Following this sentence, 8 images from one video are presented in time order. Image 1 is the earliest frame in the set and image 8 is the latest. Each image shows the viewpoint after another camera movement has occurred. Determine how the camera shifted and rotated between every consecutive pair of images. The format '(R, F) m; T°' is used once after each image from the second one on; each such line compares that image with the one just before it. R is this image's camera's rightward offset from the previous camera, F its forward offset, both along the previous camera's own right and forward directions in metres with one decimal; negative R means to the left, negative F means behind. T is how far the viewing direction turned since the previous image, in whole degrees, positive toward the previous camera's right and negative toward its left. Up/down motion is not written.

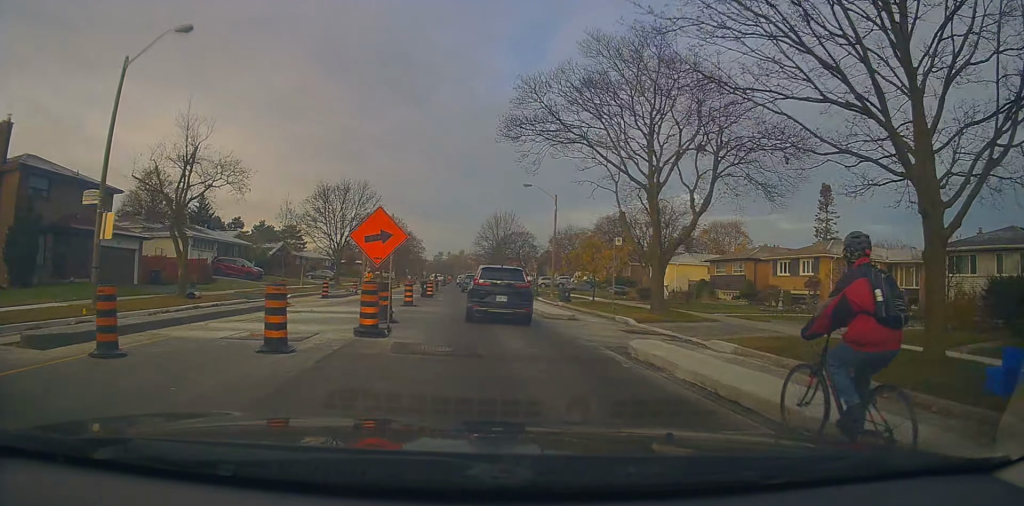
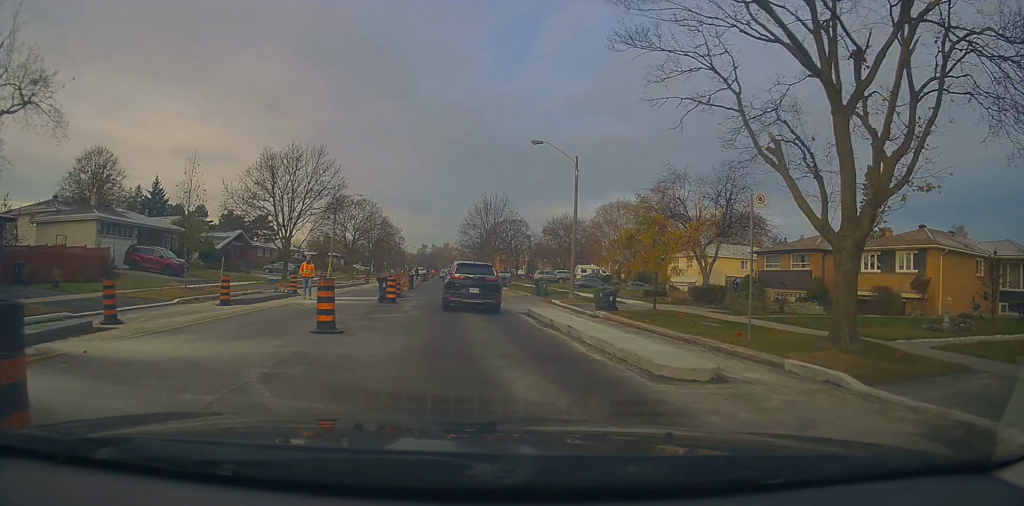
(+0.2, +12.5) m; 0°
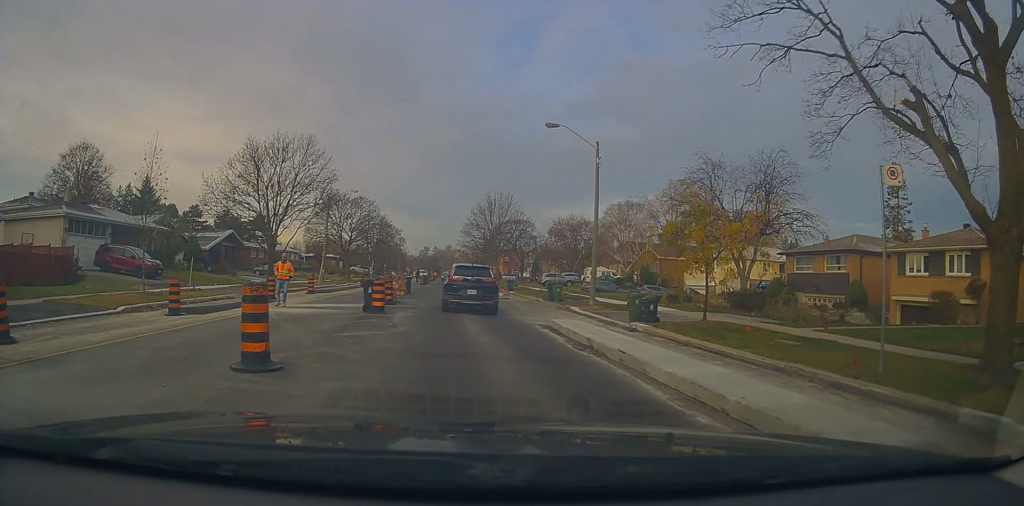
(-0.2, +3.6) m; +1°
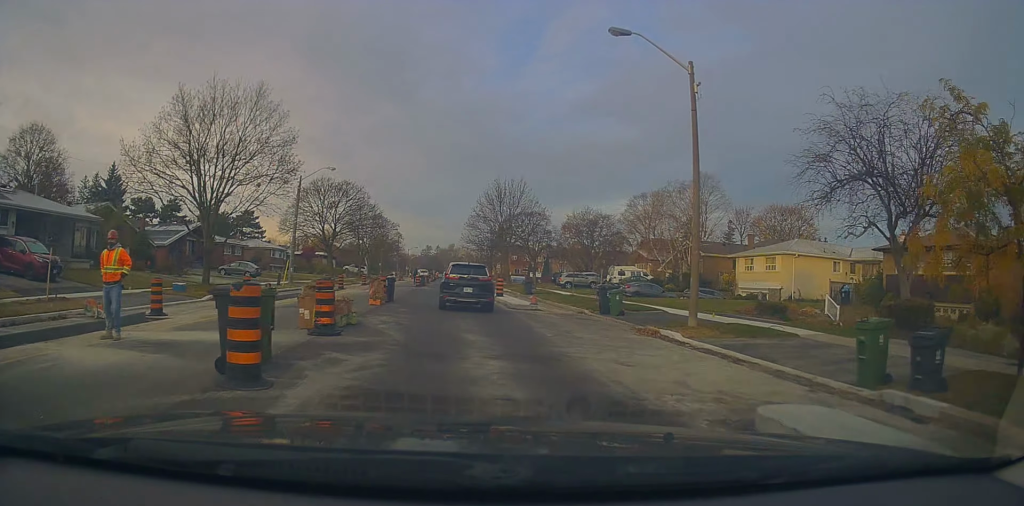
(+0.3, +9.8) m; +2°
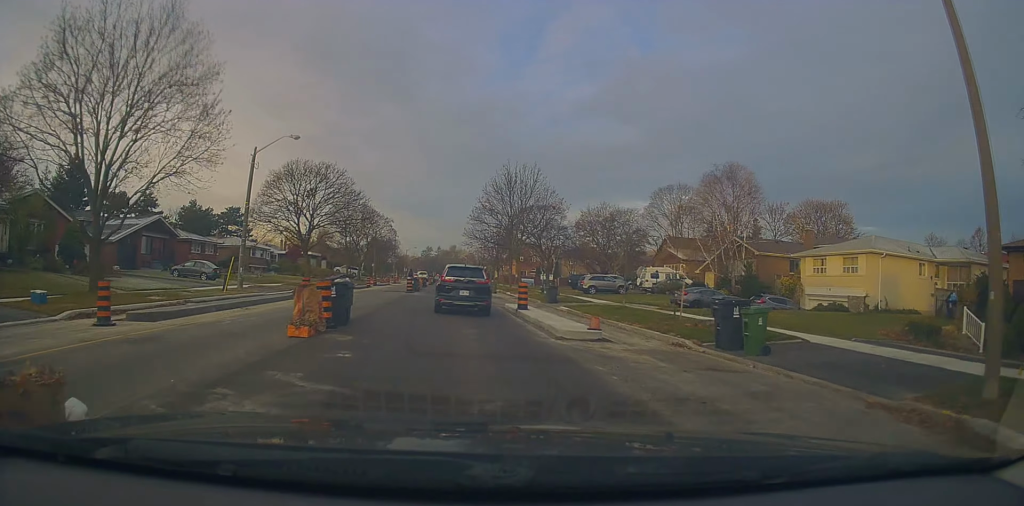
(0.0, +9.4) m; +1°
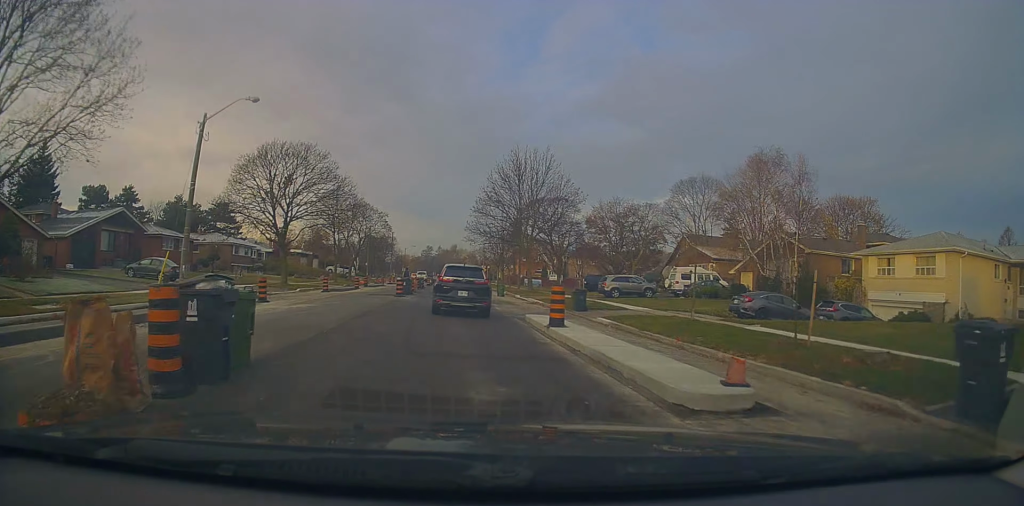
(-0.1, +6.4) m; +1°
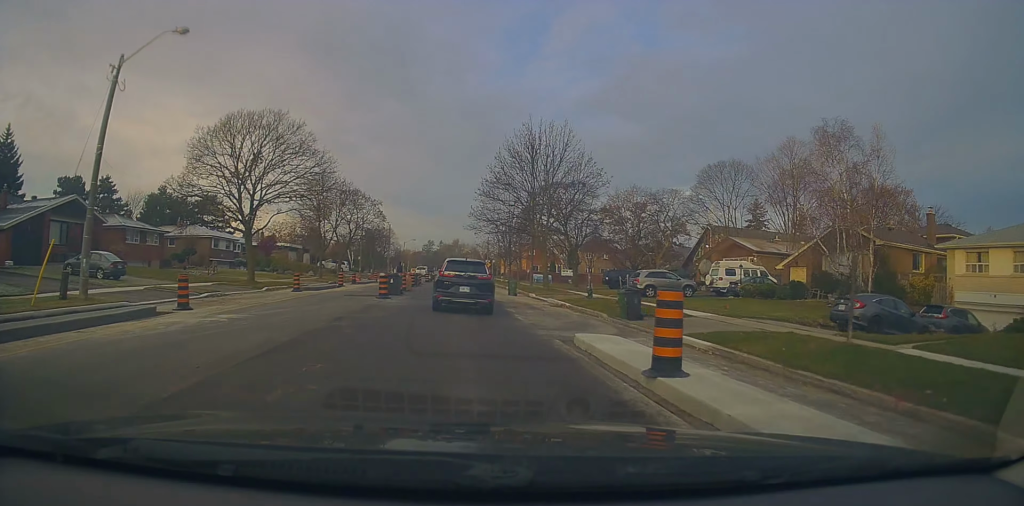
(+0.4, +7.0) m; +1°
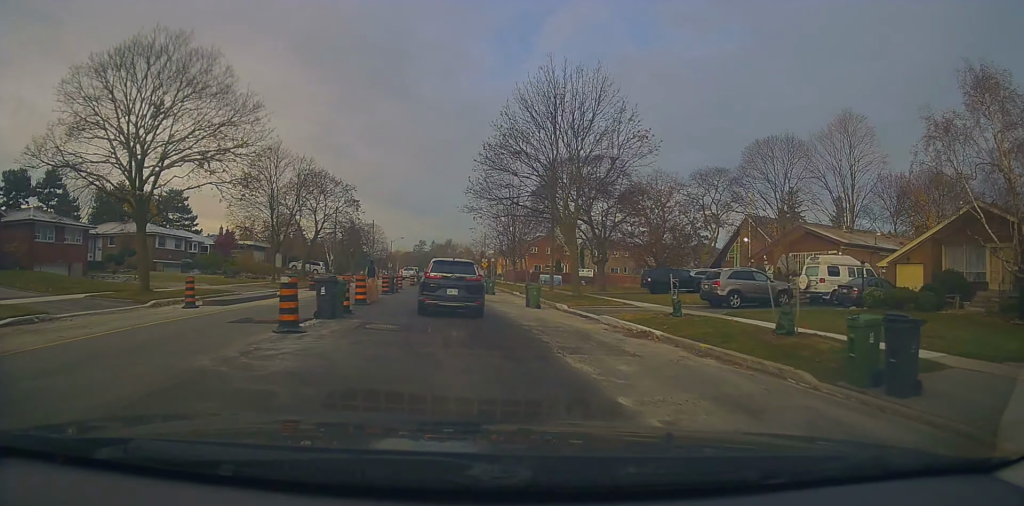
(-0.3, +12.3) m; -3°
